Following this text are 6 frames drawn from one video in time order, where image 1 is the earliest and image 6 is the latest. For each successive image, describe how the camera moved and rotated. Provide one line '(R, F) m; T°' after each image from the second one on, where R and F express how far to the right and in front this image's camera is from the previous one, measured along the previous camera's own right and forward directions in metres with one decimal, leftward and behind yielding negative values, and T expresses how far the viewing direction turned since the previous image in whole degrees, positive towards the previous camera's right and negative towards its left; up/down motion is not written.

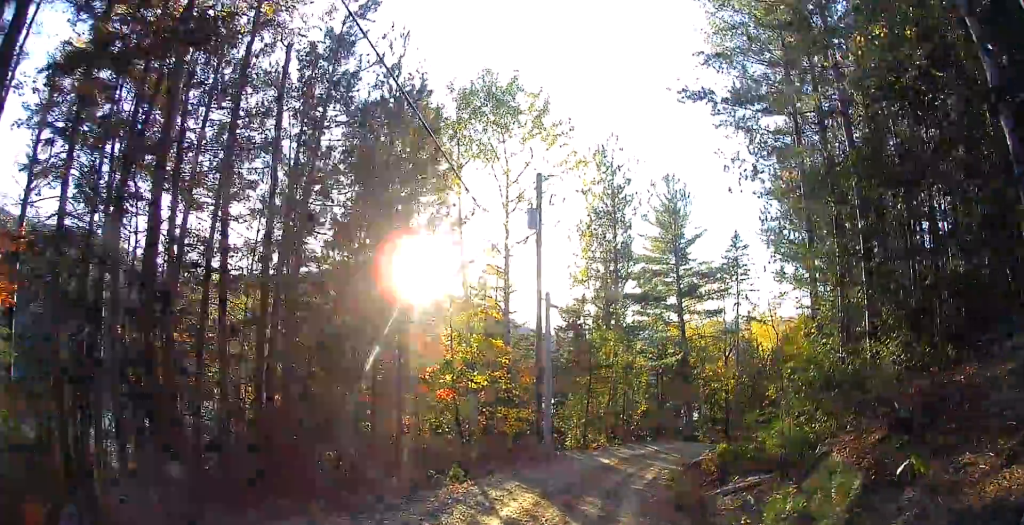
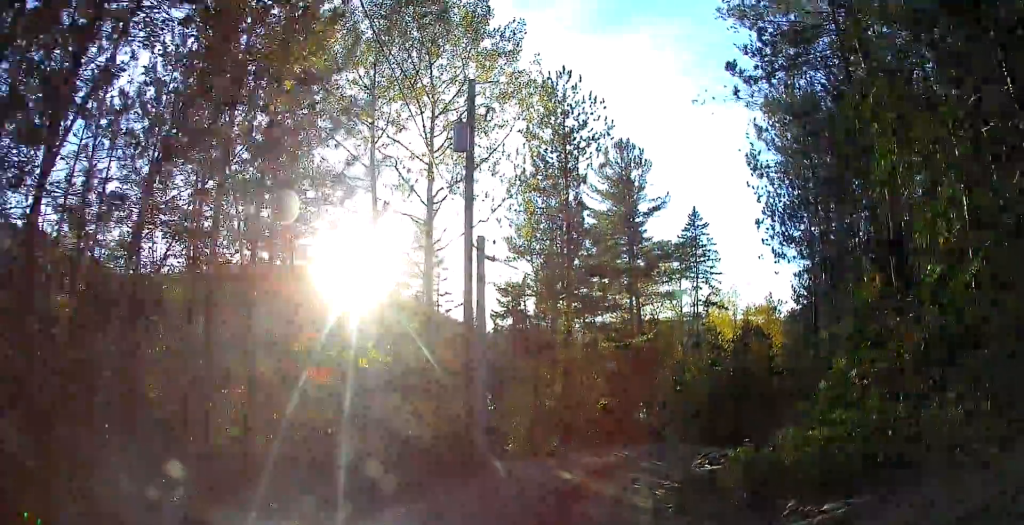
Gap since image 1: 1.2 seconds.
(+0.6, +7.1) m; +5°
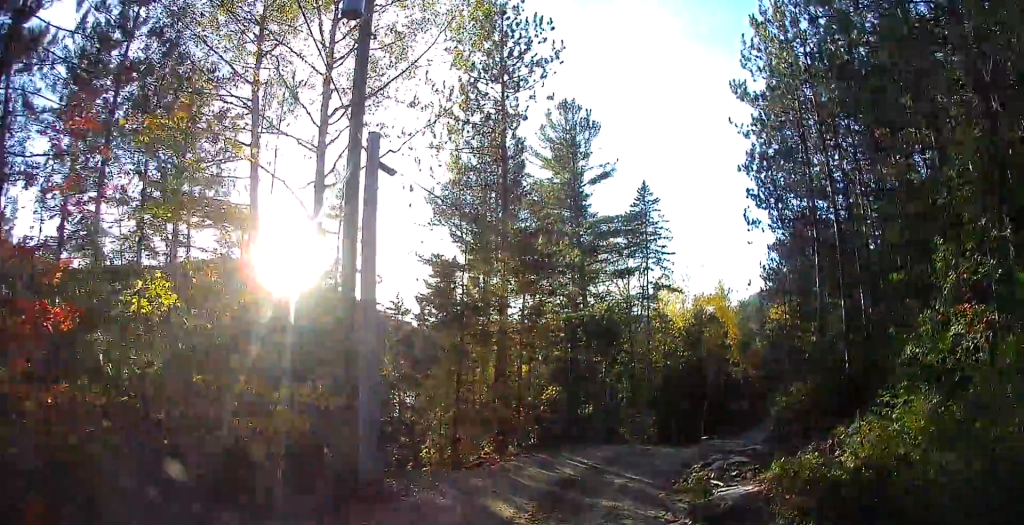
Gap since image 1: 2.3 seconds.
(0.0, +6.4) m; +4°
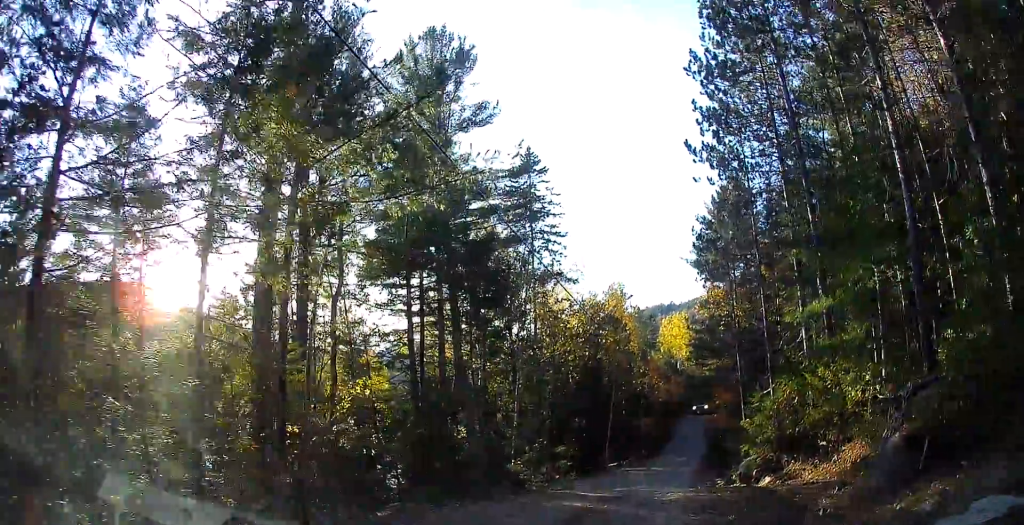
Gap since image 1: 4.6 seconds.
(+1.9, +11.8) m; +19°
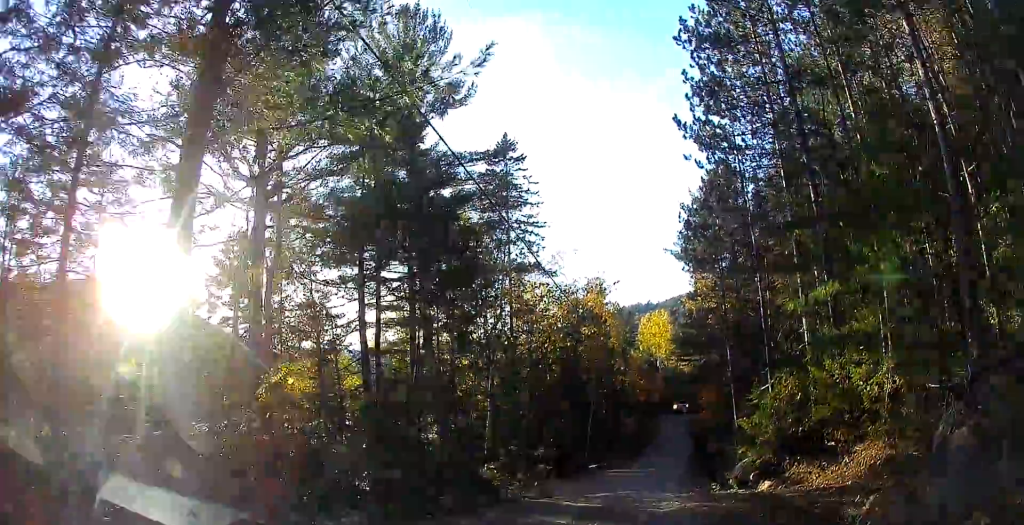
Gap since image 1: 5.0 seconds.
(+0.1, +1.9) m; +4°
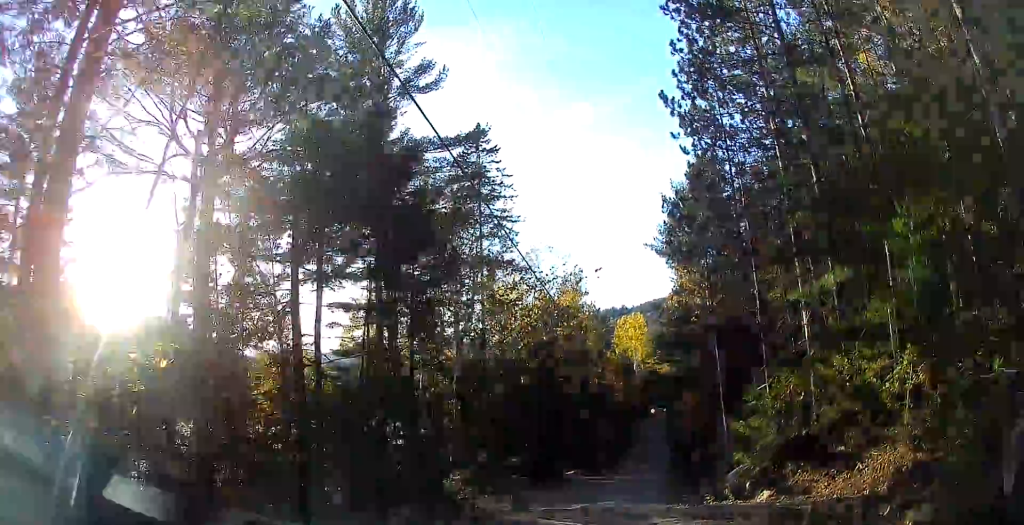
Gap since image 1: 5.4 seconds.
(+0.1, +1.9) m; +4°
